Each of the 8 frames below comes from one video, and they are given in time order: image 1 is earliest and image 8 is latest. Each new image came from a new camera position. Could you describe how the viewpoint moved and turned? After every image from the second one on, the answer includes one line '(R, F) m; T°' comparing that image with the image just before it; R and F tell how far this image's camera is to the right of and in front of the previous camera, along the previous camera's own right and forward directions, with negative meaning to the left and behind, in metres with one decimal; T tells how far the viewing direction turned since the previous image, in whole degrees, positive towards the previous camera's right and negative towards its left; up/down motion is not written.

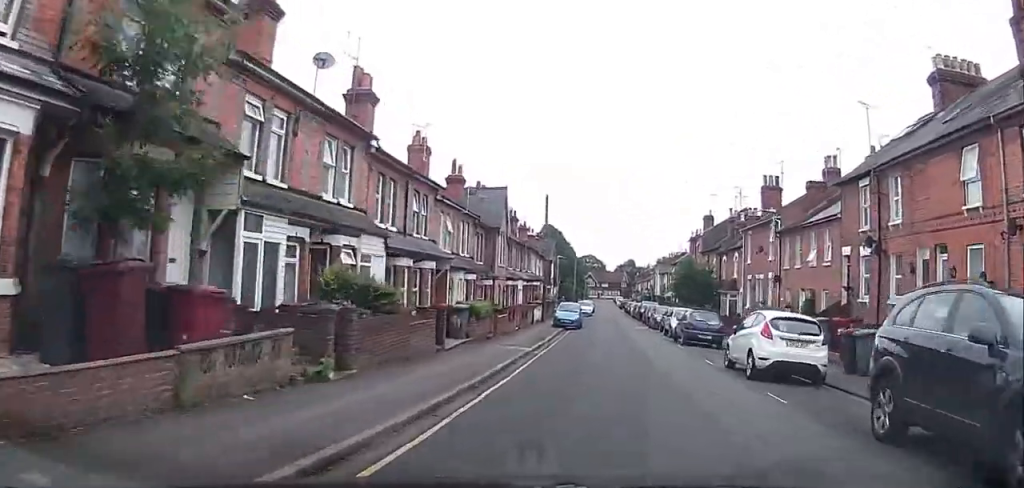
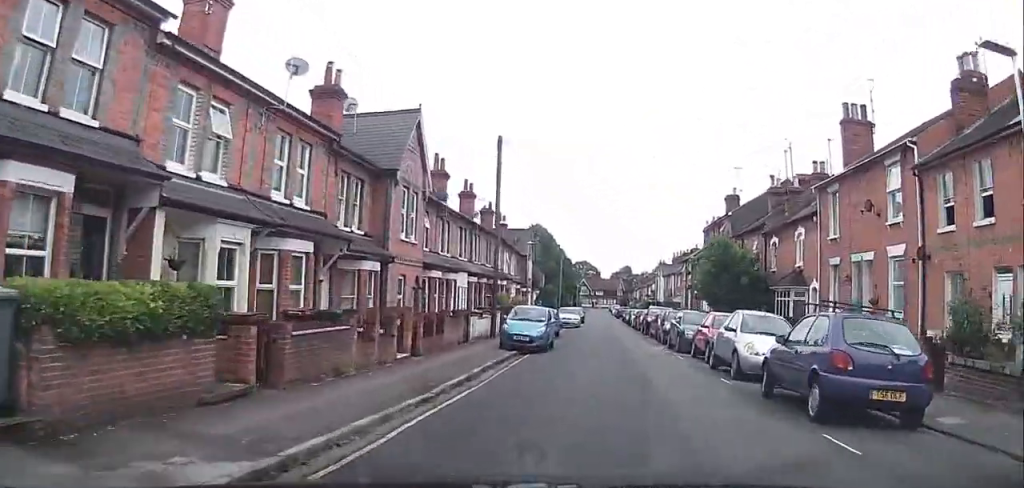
(-0.4, +18.0) m; -2°
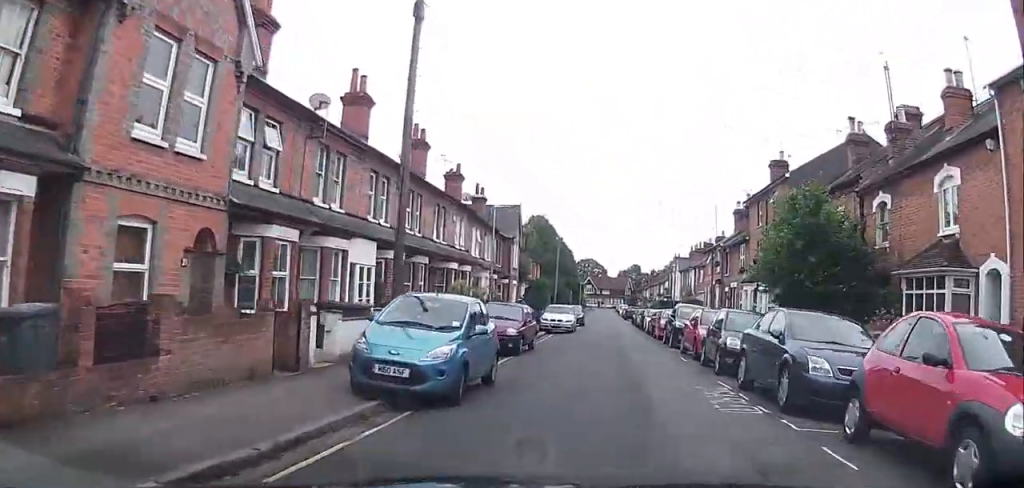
(-0.1, +13.8) m; 0°
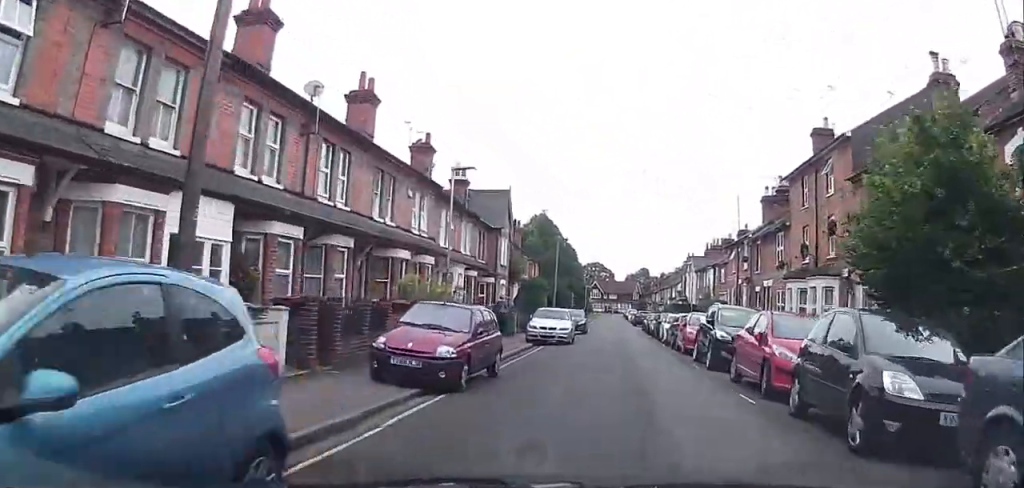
(0.0, +8.1) m; +1°
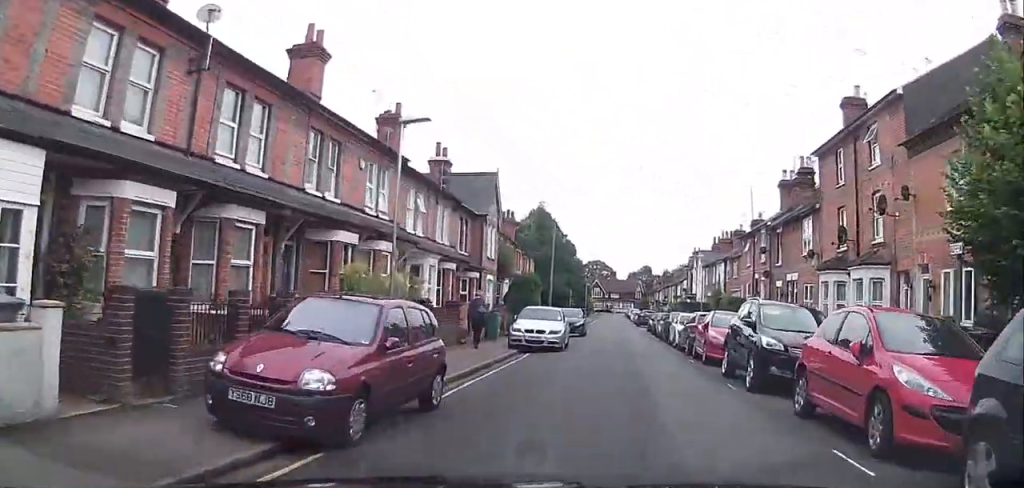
(0.0, +4.8) m; +1°
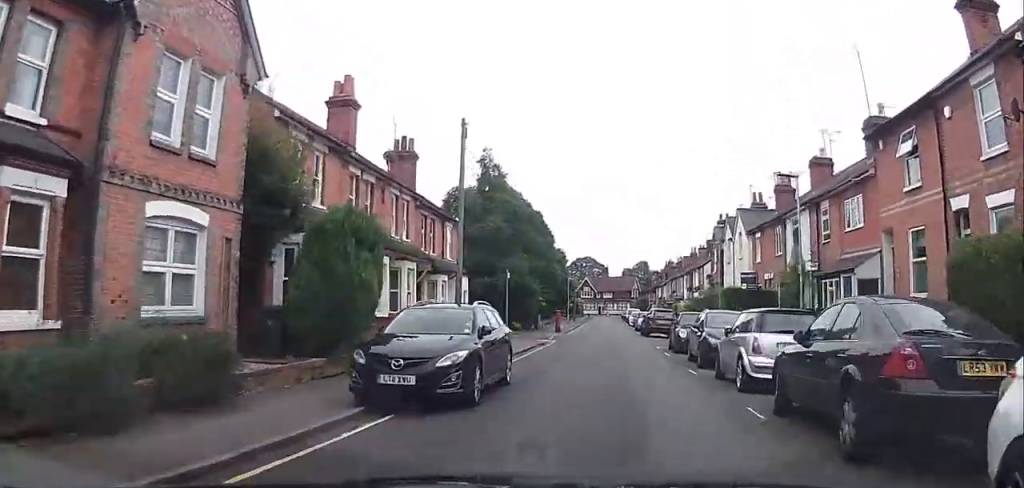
(+0.3, +25.9) m; -1°
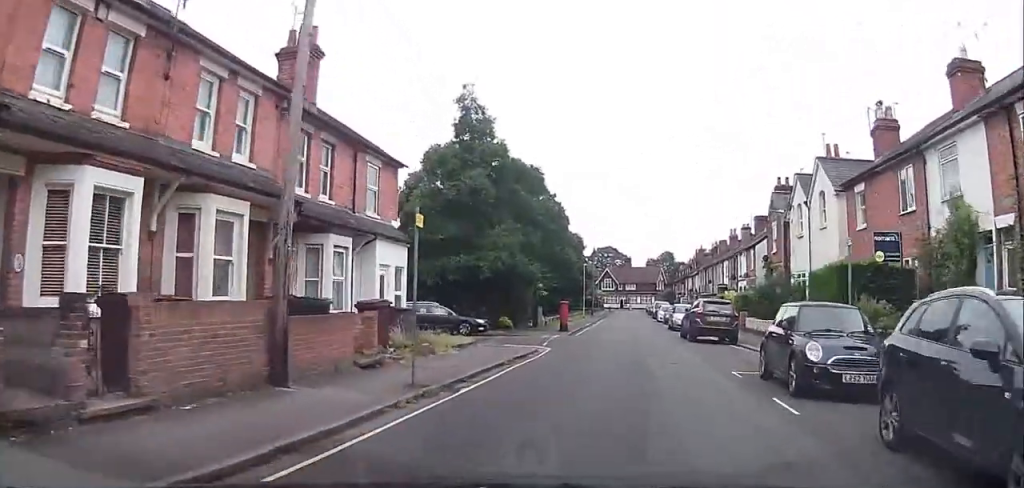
(0.0, +13.0) m; +1°
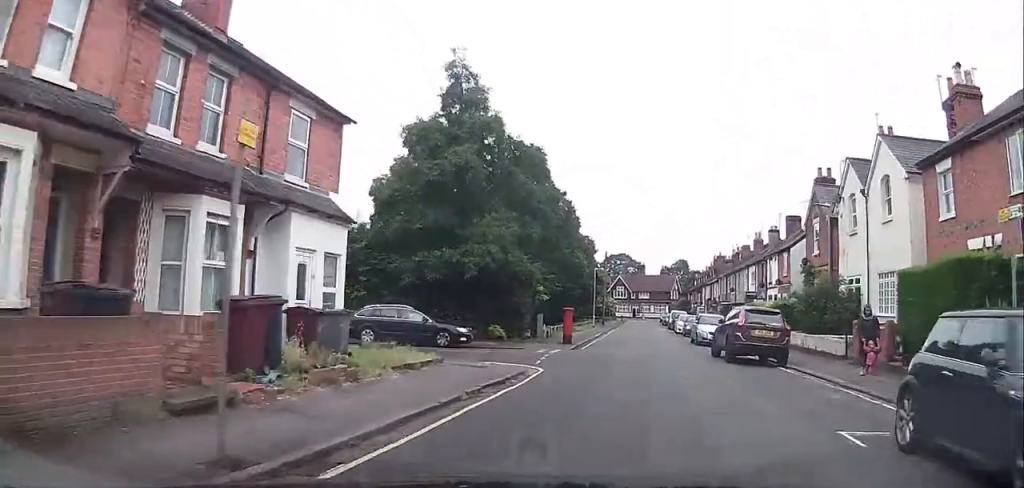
(+0.1, +5.8) m; +1°
